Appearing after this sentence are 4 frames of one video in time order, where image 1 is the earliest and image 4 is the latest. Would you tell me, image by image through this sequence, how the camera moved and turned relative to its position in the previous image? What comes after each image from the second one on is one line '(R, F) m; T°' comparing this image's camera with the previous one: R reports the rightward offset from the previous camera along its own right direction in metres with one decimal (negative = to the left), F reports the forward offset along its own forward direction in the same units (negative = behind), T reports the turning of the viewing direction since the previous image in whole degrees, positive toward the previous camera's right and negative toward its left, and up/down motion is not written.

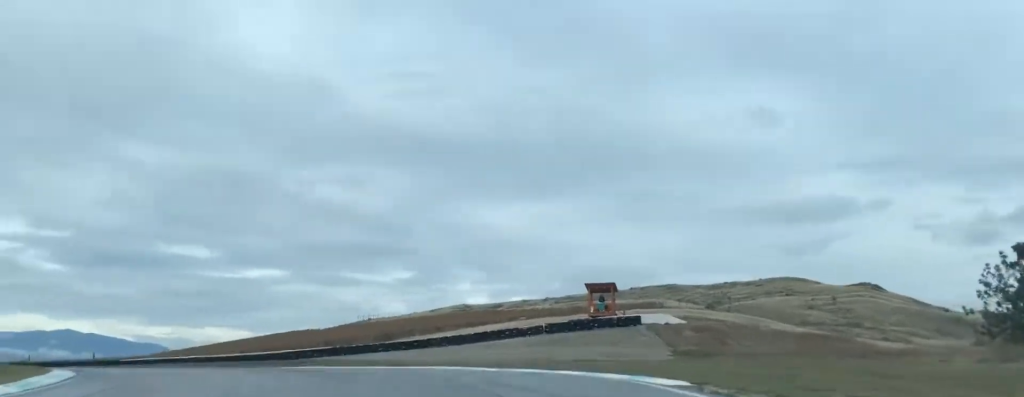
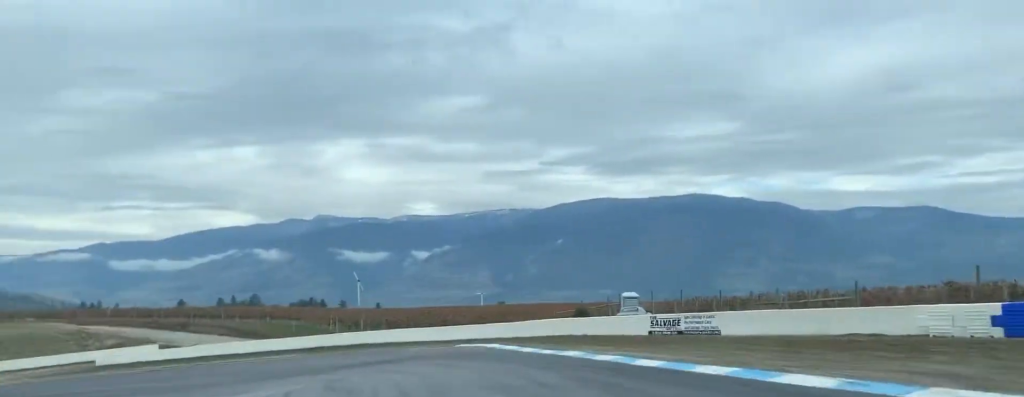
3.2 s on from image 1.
(-37.3, +47.5) m; -87°
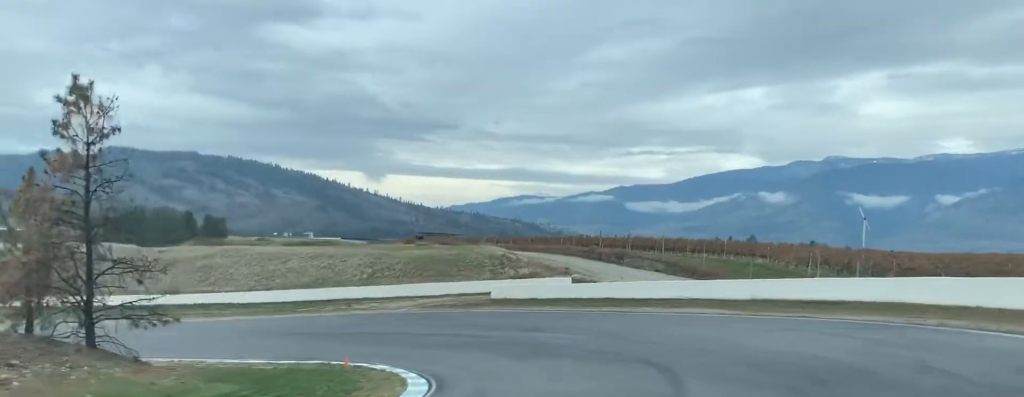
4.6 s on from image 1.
(-10.2, +29.0) m; -33°
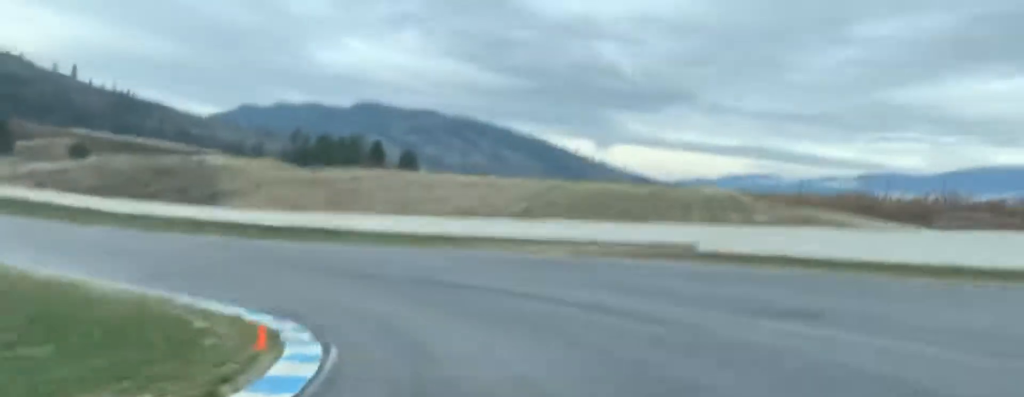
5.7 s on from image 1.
(-5.4, +28.0) m; -21°
